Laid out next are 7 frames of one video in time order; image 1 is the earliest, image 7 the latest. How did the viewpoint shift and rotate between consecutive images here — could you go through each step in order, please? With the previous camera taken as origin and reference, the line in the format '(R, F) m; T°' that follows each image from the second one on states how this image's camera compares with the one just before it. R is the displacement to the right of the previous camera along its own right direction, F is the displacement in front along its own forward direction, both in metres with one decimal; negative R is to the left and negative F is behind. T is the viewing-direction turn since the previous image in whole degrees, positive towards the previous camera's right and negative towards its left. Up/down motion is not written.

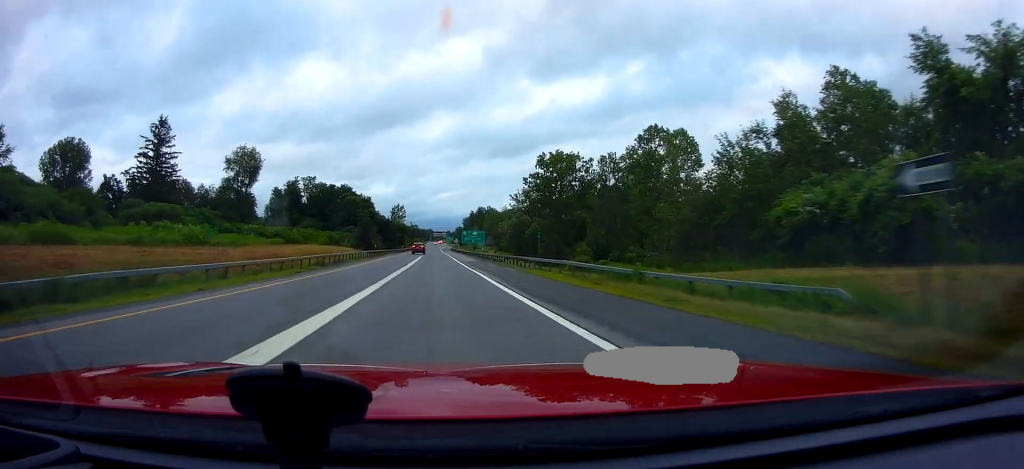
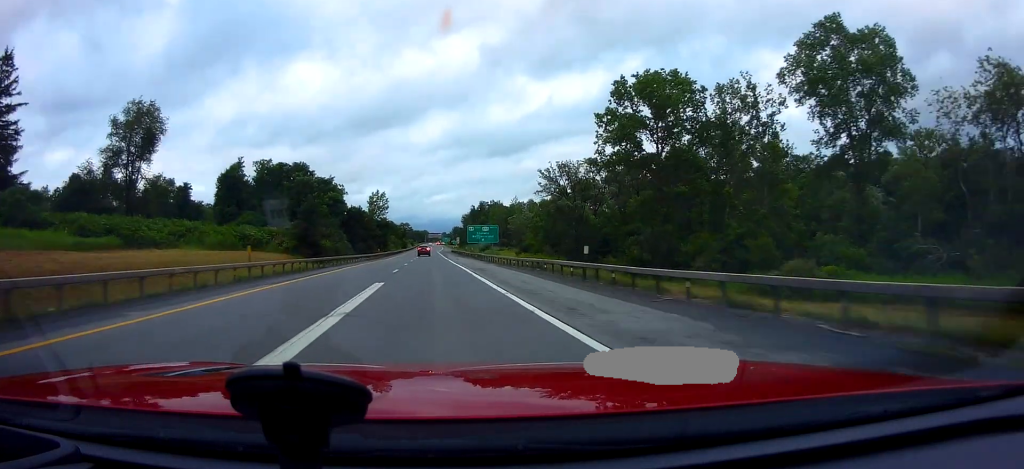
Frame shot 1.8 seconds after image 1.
(-0.9, +48.2) m; -1°
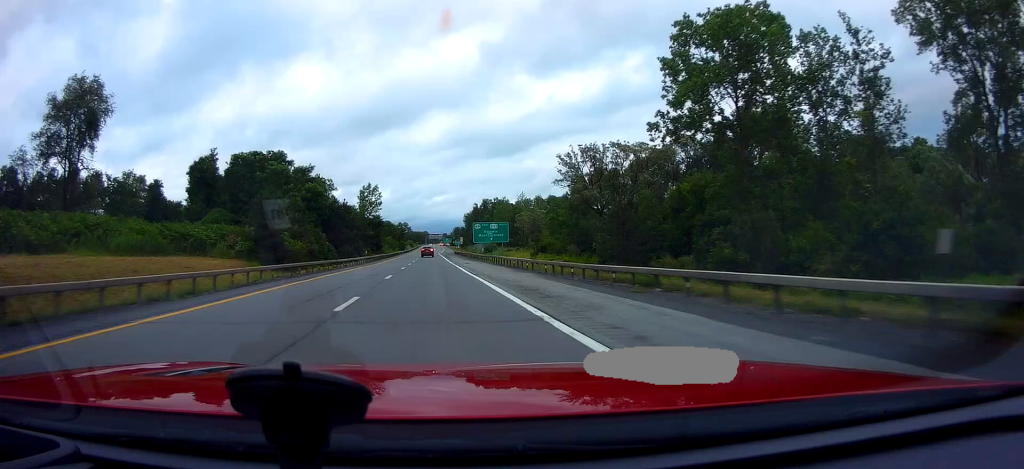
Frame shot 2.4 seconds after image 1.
(-0.2, +16.5) m; +1°
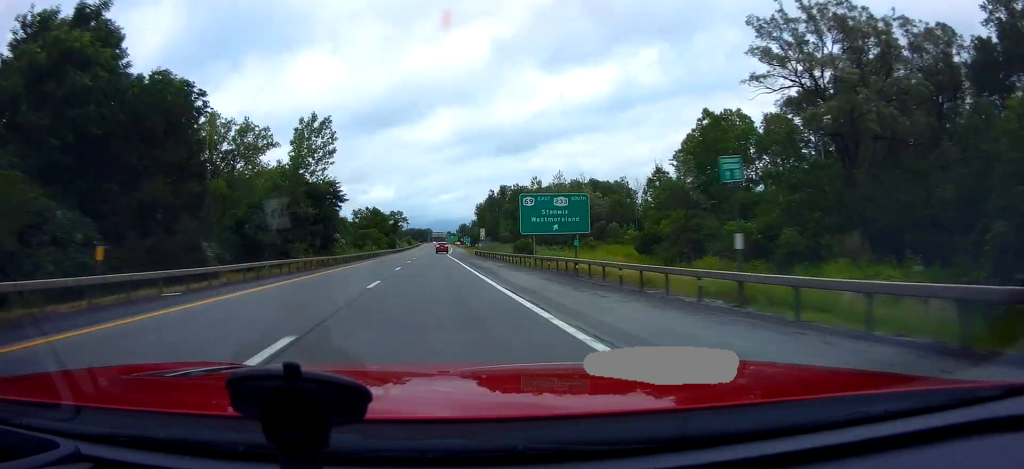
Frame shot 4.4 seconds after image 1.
(+0.6, +55.6) m; -1°
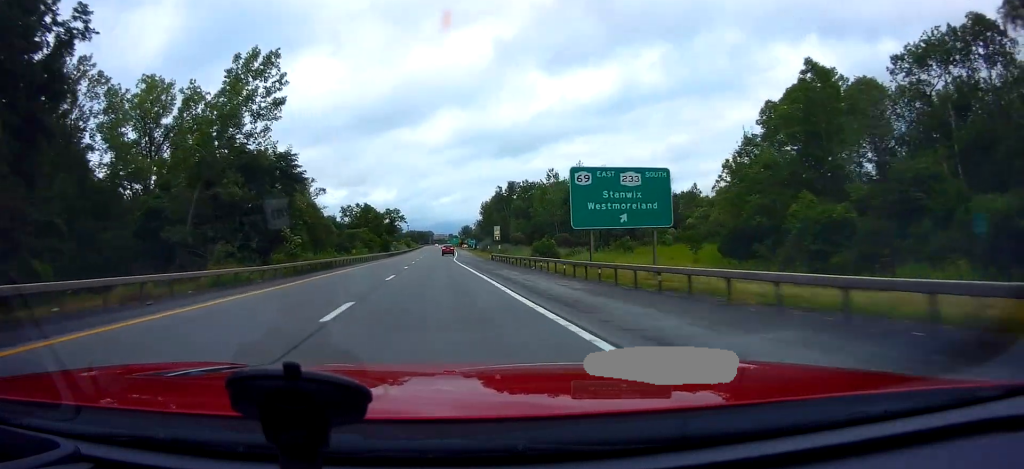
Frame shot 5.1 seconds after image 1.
(-0.2, +19.5) m; 0°
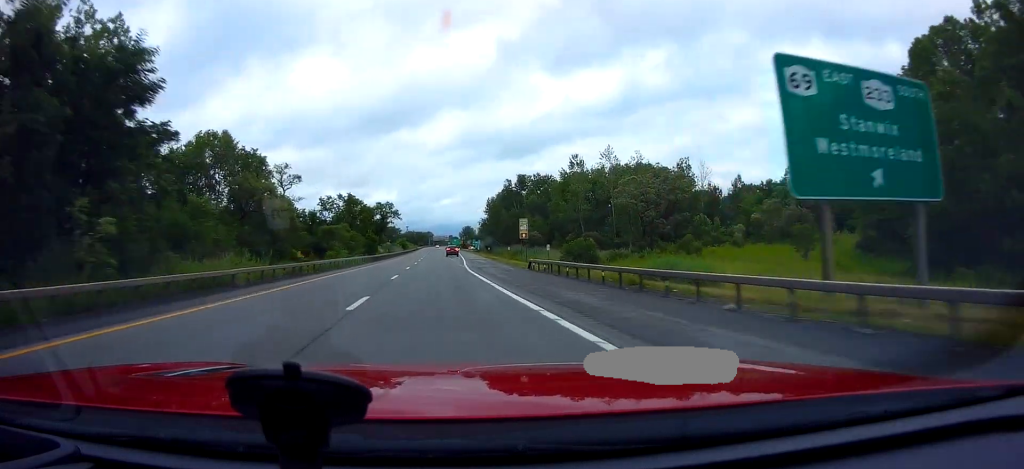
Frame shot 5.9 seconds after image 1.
(-0.1, +22.3) m; 0°
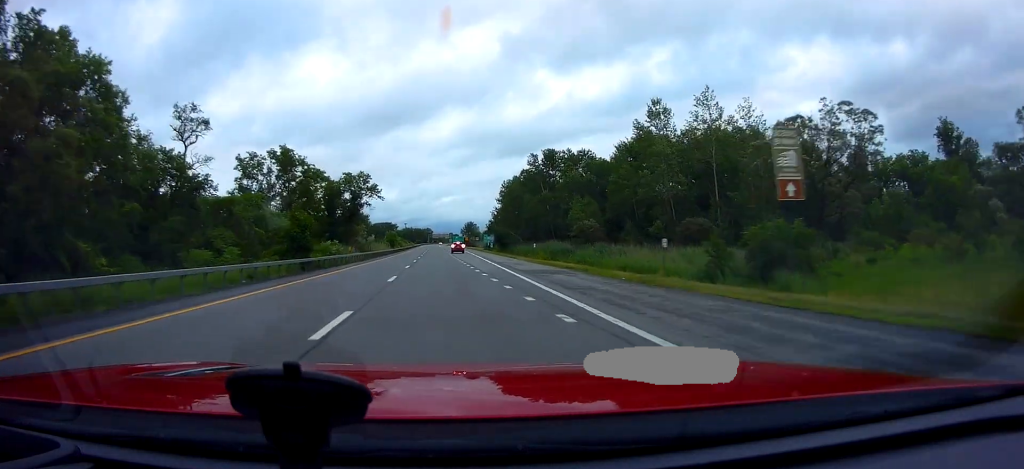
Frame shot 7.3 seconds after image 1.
(+0.4, +41.1) m; +3°
